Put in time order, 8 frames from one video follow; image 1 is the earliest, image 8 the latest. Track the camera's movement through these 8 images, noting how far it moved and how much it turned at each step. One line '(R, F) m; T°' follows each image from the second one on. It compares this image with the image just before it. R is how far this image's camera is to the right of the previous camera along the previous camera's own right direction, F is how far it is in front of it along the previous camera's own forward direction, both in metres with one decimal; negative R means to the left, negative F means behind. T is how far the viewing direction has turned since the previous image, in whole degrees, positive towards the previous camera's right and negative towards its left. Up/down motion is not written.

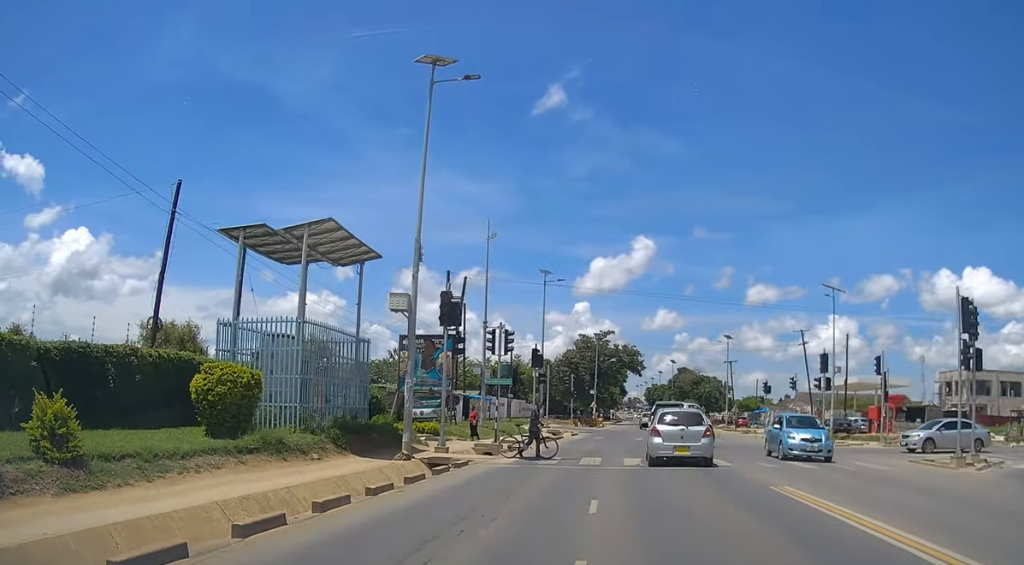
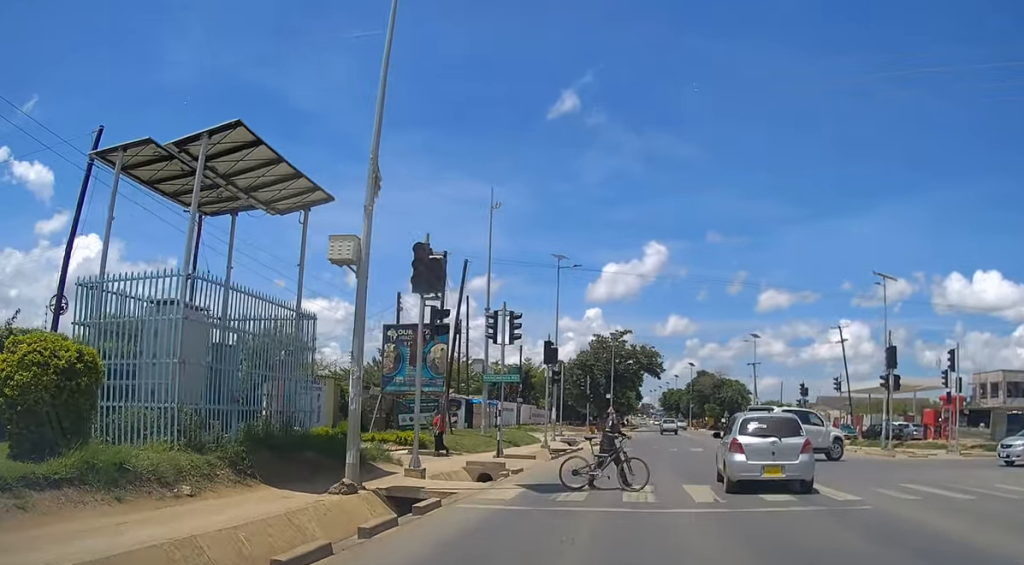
(0.0, +7.4) m; +2°
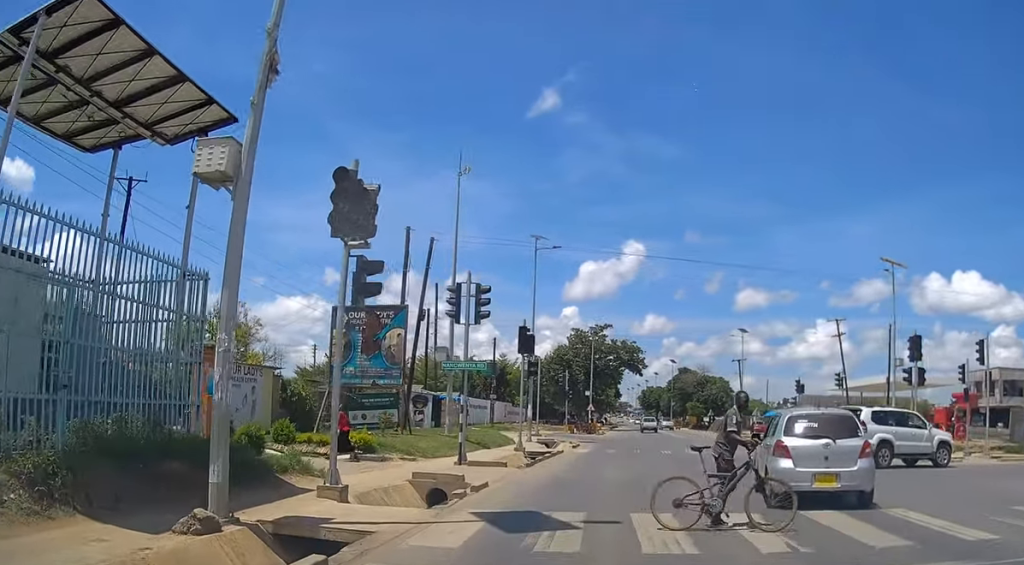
(+0.1, +4.8) m; +2°
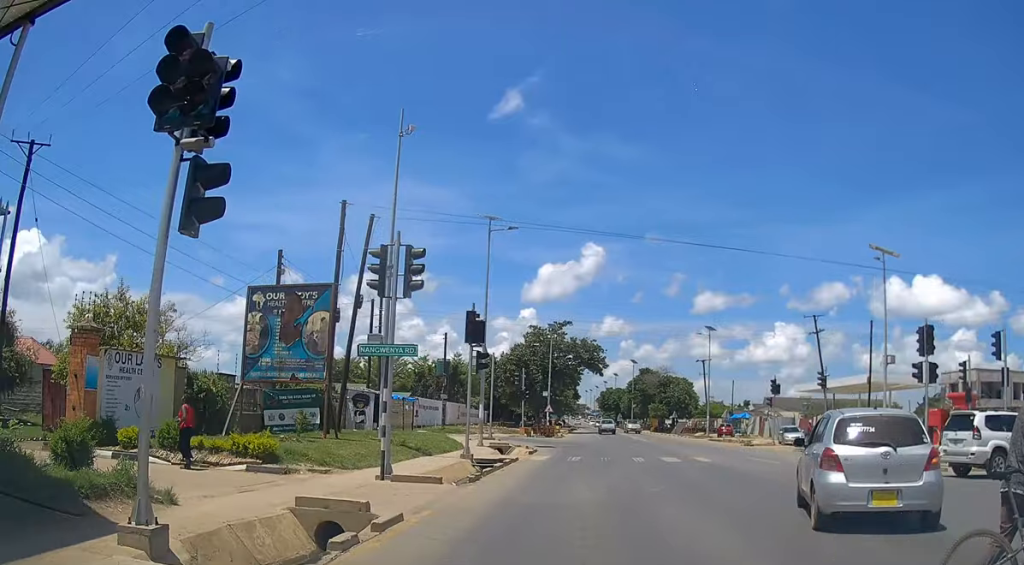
(+0.2, +4.5) m; +2°
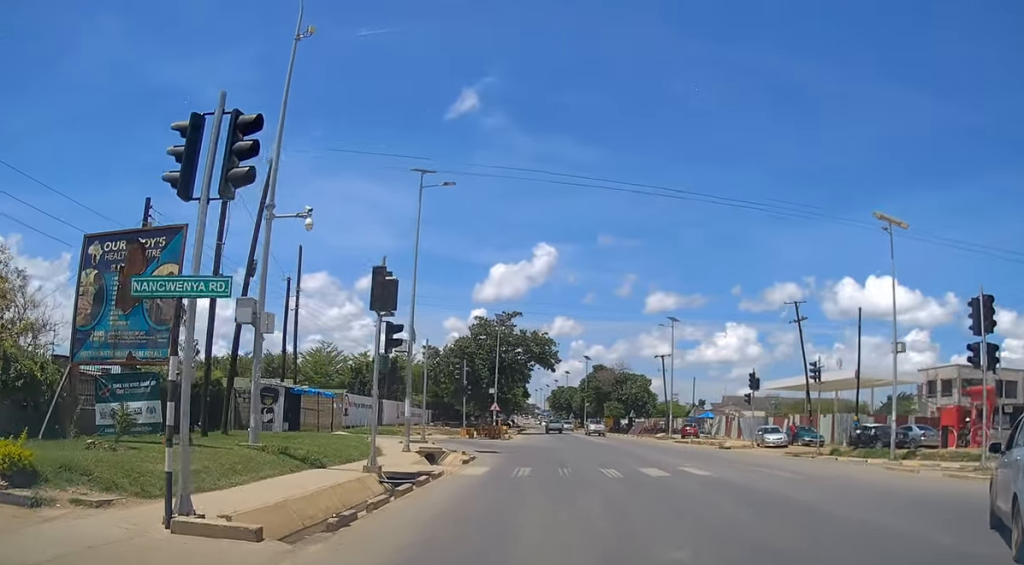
(0.0, +7.0) m; +2°
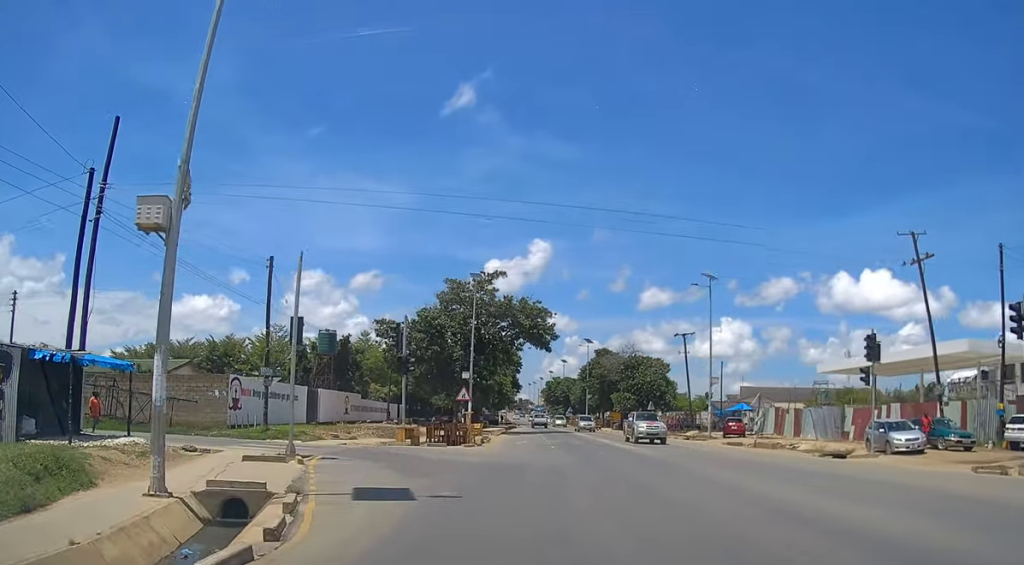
(+0.4, +19.2) m; +2°
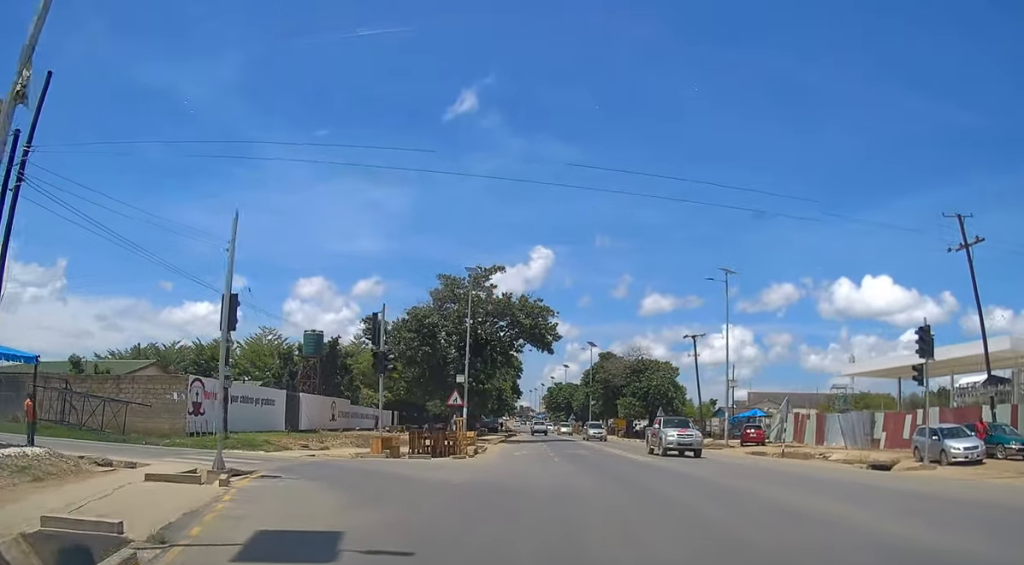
(+0.1, +4.5) m; 0°
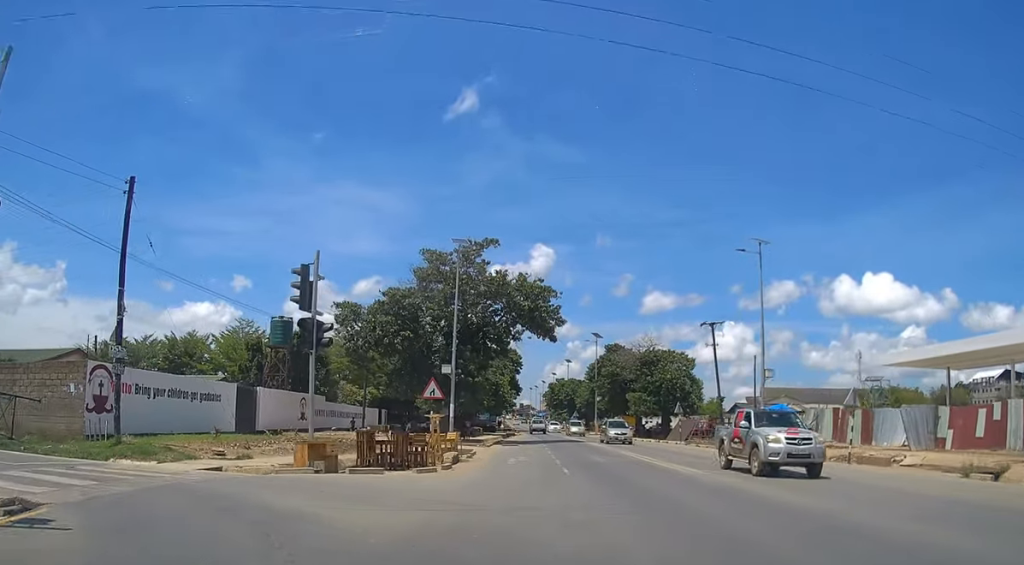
(0.0, +7.8) m; 0°
